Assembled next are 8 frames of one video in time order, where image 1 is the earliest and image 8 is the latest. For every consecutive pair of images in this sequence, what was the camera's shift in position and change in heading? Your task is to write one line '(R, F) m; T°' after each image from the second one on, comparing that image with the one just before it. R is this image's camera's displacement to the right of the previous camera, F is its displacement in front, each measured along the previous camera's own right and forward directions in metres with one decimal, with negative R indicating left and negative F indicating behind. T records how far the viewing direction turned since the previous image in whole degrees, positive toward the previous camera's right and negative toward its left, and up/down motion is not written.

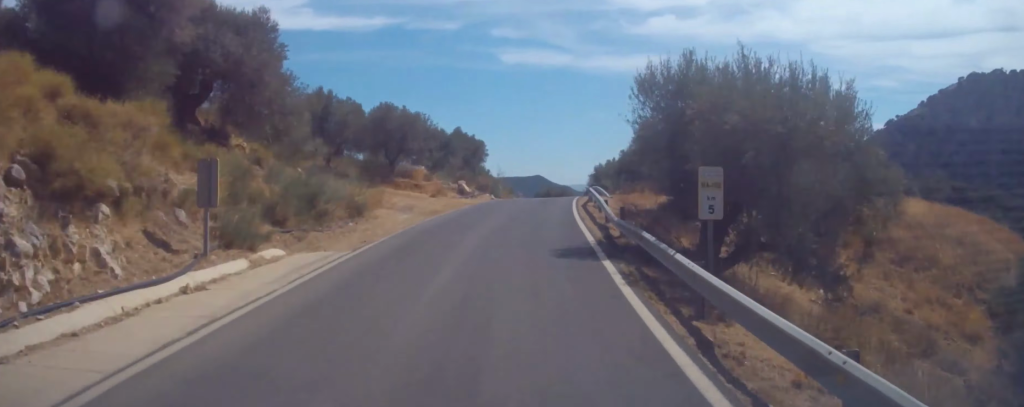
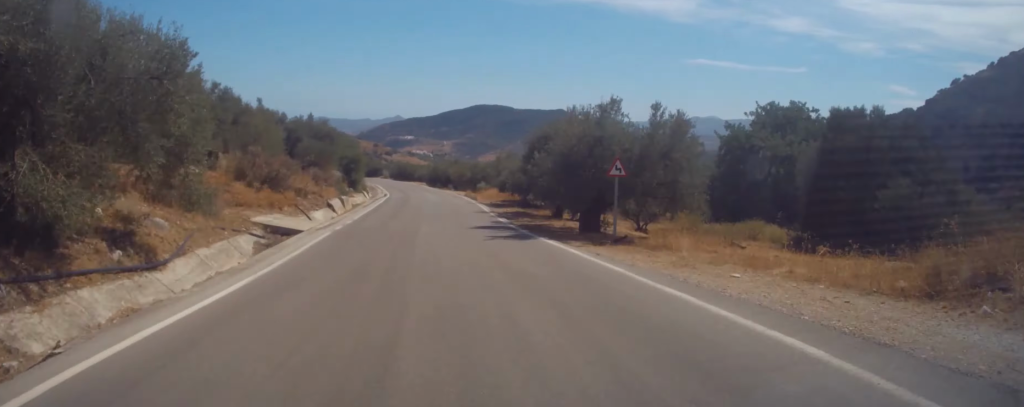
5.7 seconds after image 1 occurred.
(+4.3, +95.1) m; -7°
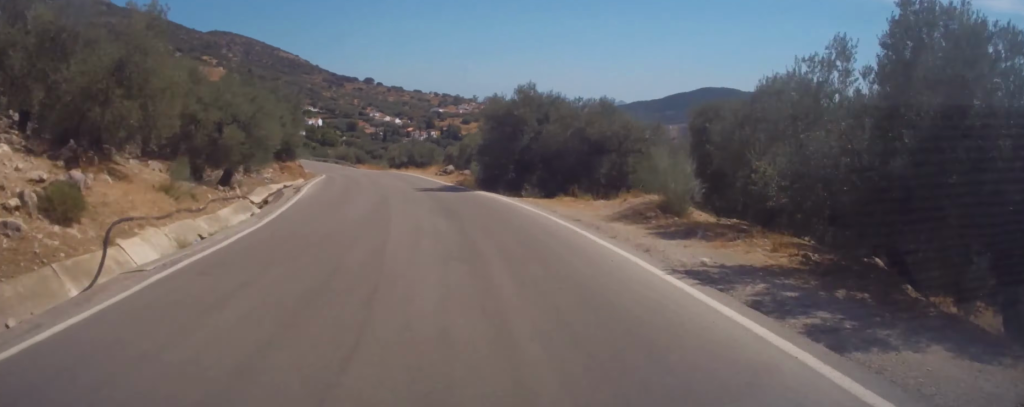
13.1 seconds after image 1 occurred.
(-25.2, +136.2) m; -24°
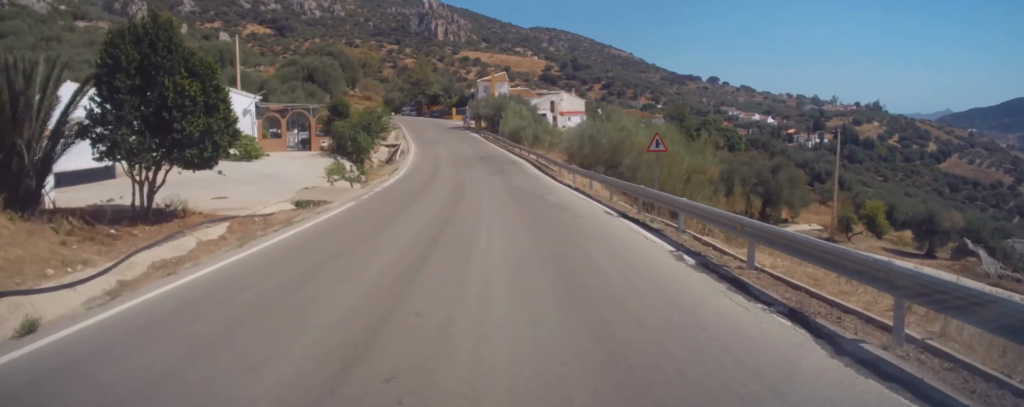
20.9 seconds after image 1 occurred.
(-35.2, +154.2) m; -18°
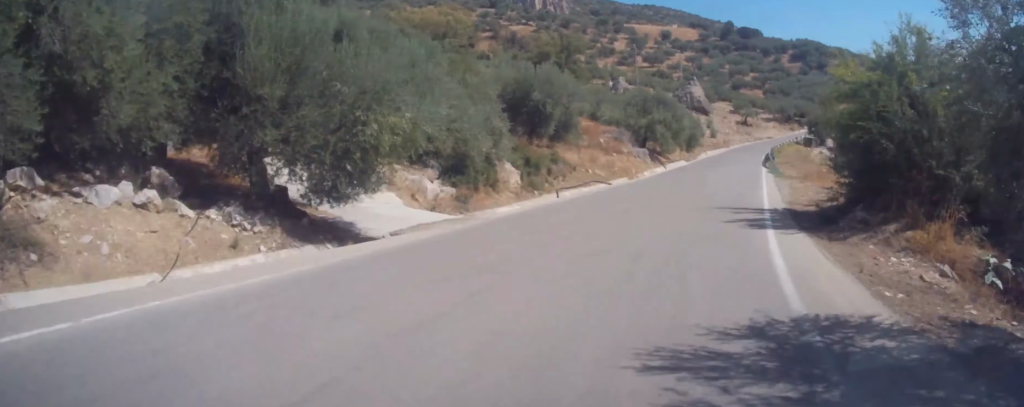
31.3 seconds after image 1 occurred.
(0.0, +164.2) m; +18°
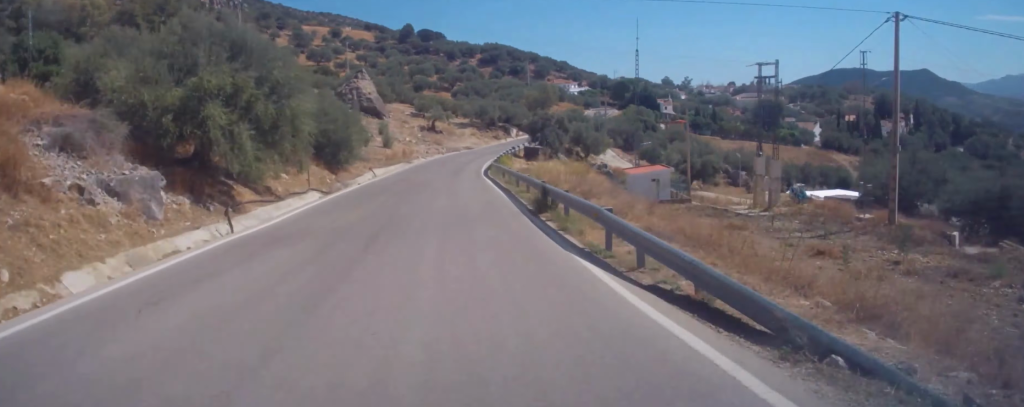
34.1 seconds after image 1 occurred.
(+2.4, +44.0) m; +9°
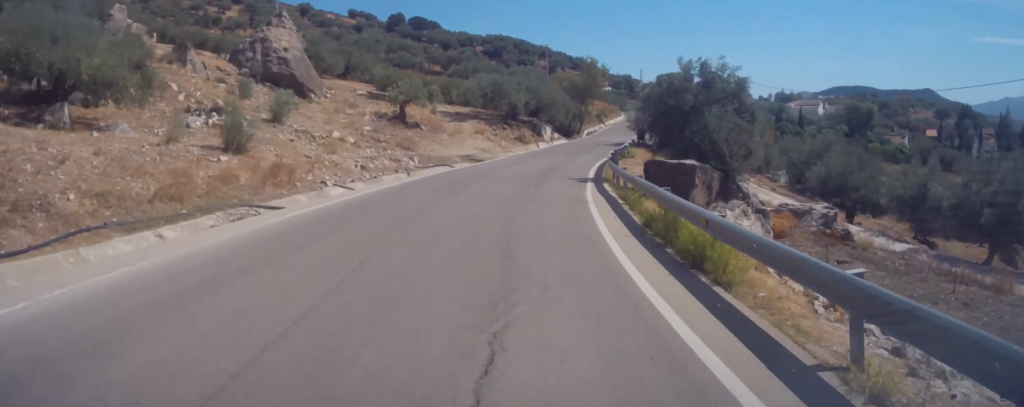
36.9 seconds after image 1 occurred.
(+7.6, +45.3) m; +7°
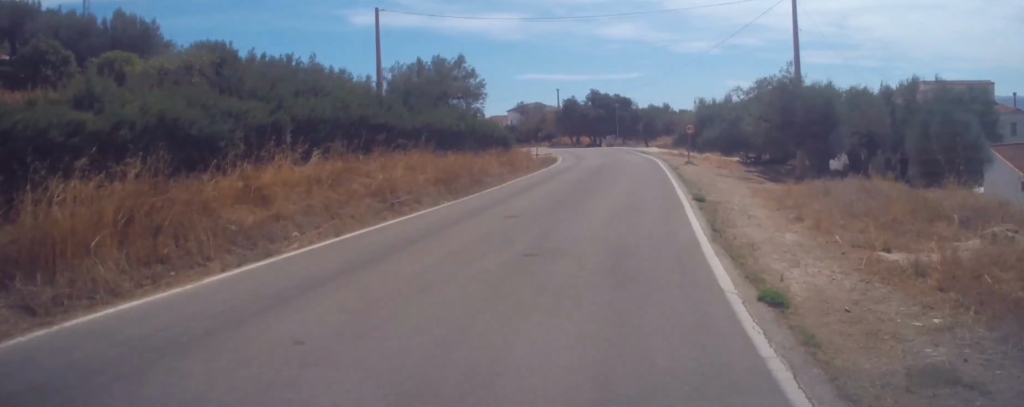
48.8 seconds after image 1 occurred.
(+40.4, +182.6) m; +21°
